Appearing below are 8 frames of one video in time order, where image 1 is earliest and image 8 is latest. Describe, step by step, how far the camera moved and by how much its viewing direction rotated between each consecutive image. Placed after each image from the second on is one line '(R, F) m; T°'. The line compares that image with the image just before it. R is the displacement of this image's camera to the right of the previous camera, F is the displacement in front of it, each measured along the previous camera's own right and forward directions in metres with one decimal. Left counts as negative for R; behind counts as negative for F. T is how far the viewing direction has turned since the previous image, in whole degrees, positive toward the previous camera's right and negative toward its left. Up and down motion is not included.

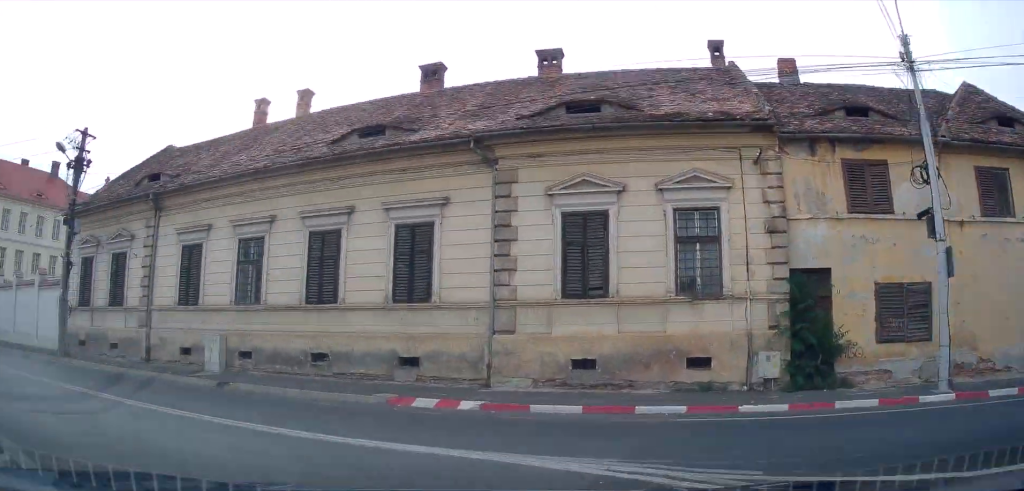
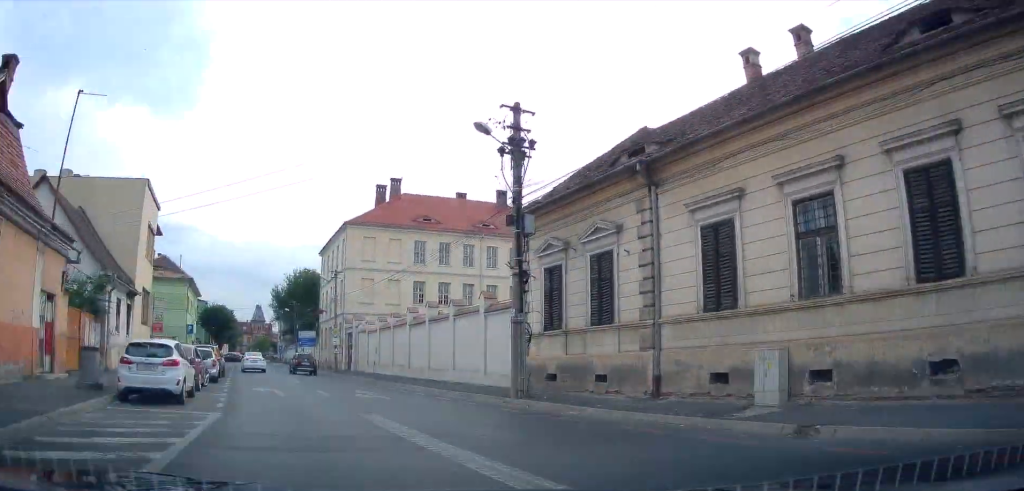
(+2.0, +10.1) m; -19°
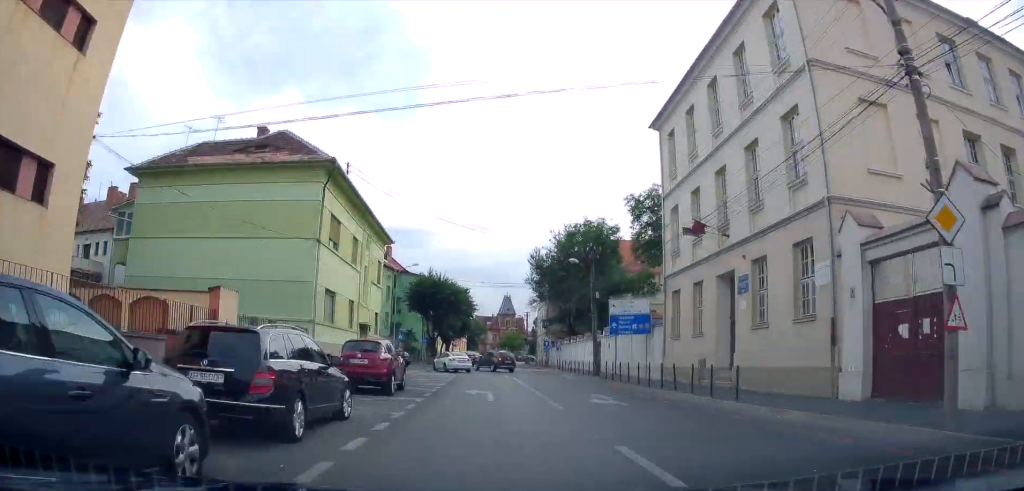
(-21.4, +27.2) m; -45°
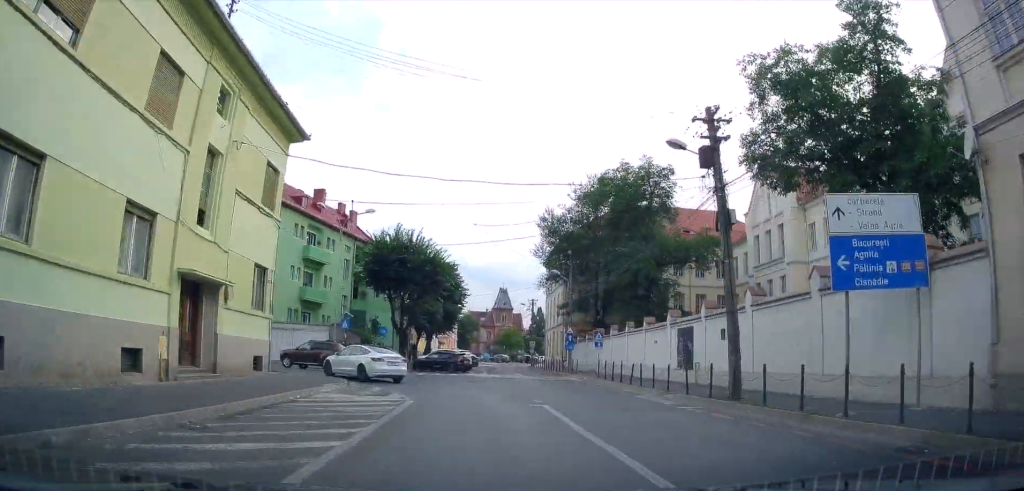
(-0.1, +17.6) m; -4°
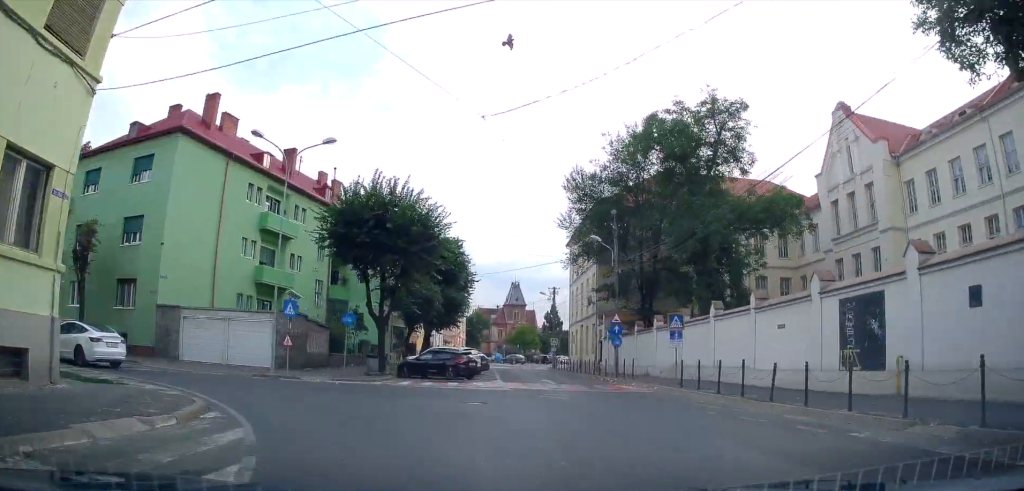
(0.0, +12.6) m; -15°
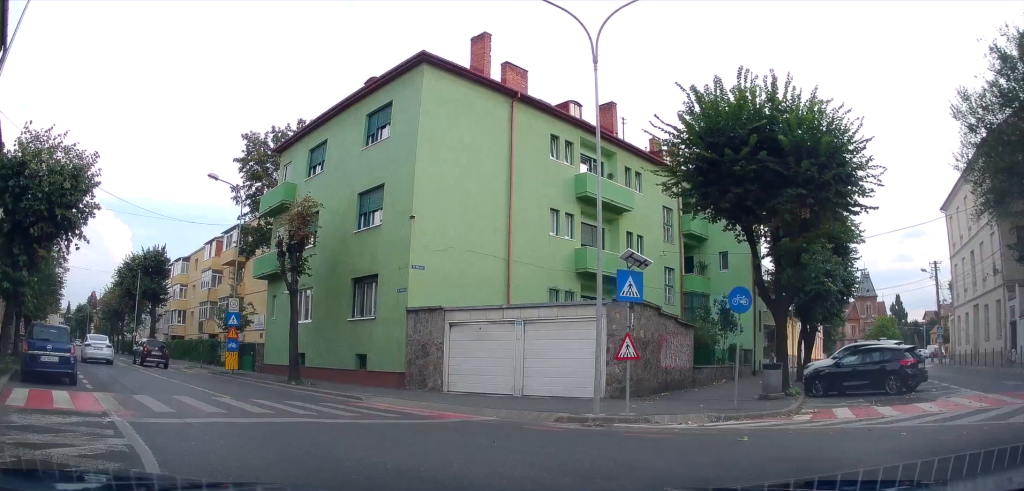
(+0.3, +13.5) m; -20°
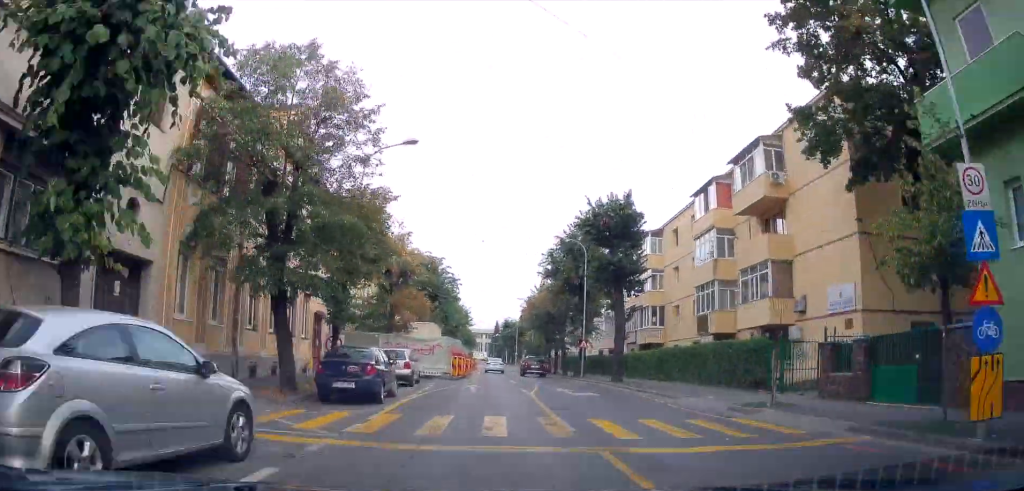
(-10.6, +22.5) m; -39°
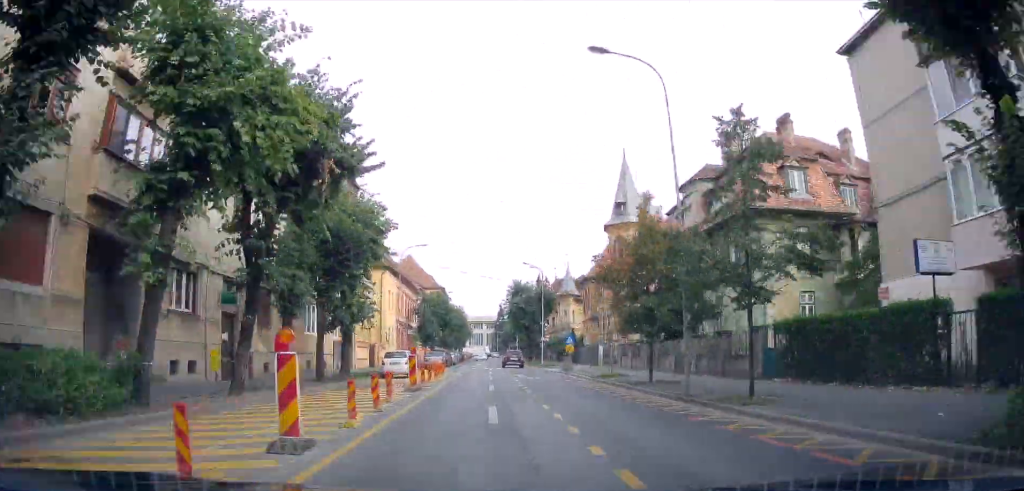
(+3.0, +57.3) m; +8°
